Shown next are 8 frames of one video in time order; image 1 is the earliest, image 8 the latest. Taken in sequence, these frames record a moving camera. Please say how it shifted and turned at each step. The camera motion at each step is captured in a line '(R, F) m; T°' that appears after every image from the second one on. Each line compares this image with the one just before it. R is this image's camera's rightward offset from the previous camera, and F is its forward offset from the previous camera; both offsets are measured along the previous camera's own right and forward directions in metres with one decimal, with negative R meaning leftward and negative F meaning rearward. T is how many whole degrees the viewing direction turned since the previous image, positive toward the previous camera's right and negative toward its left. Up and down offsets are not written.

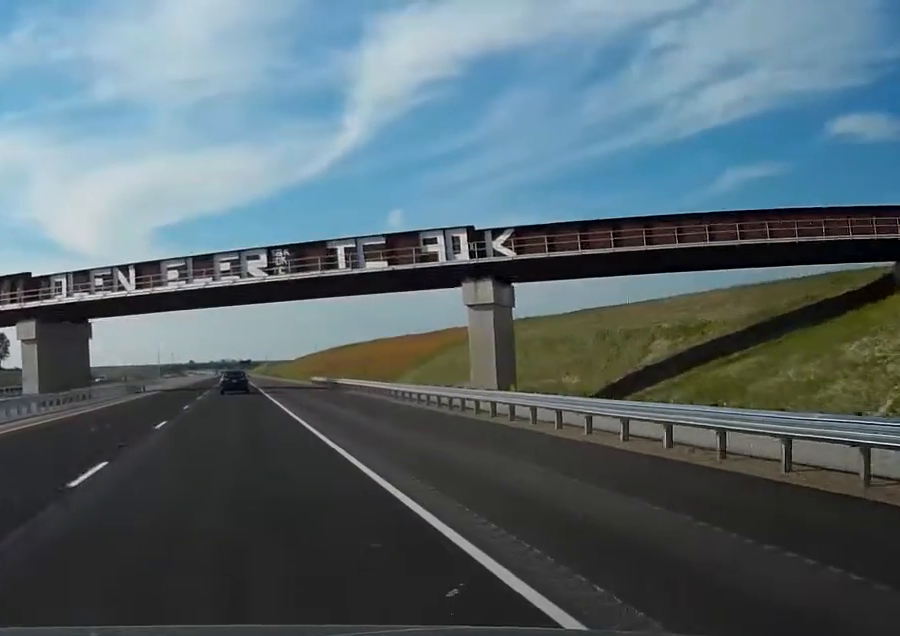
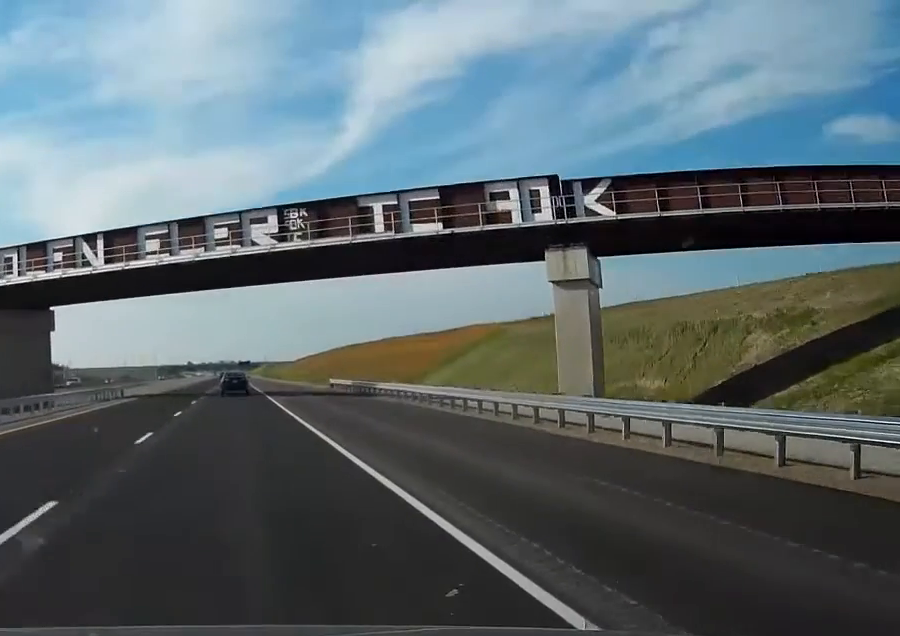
(0.0, +16.7) m; 0°
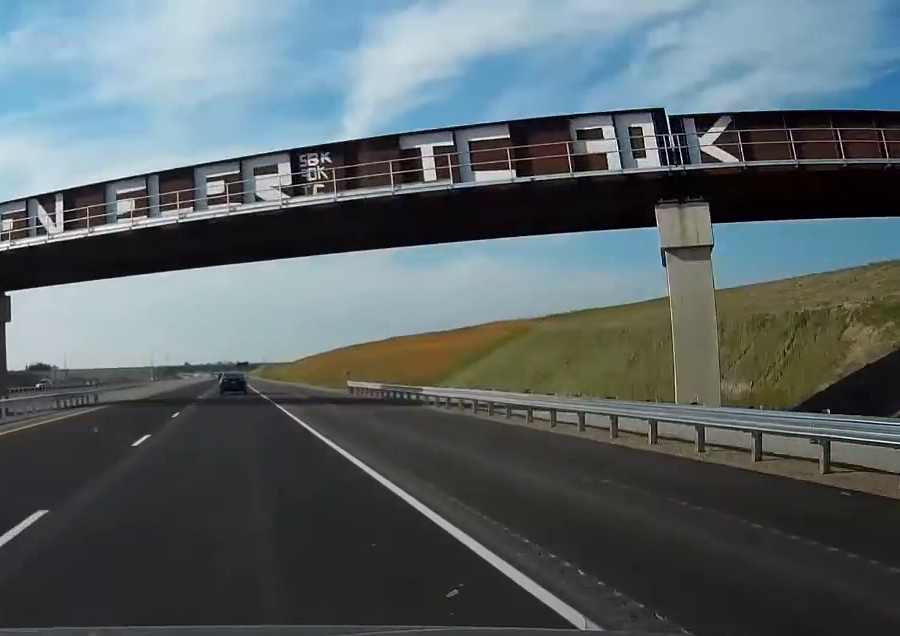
(0.0, +12.5) m; 0°
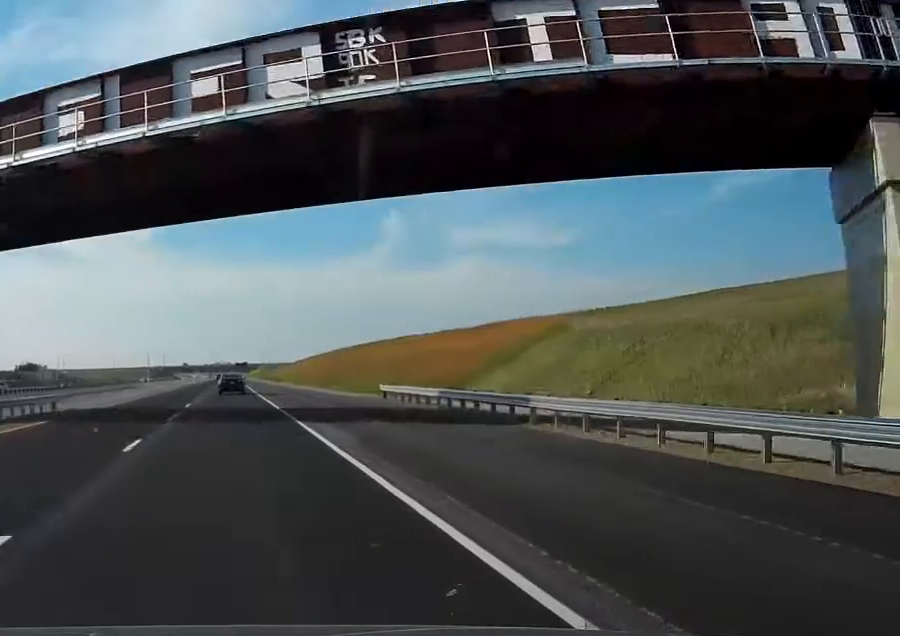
(0.0, +13.5) m; 0°
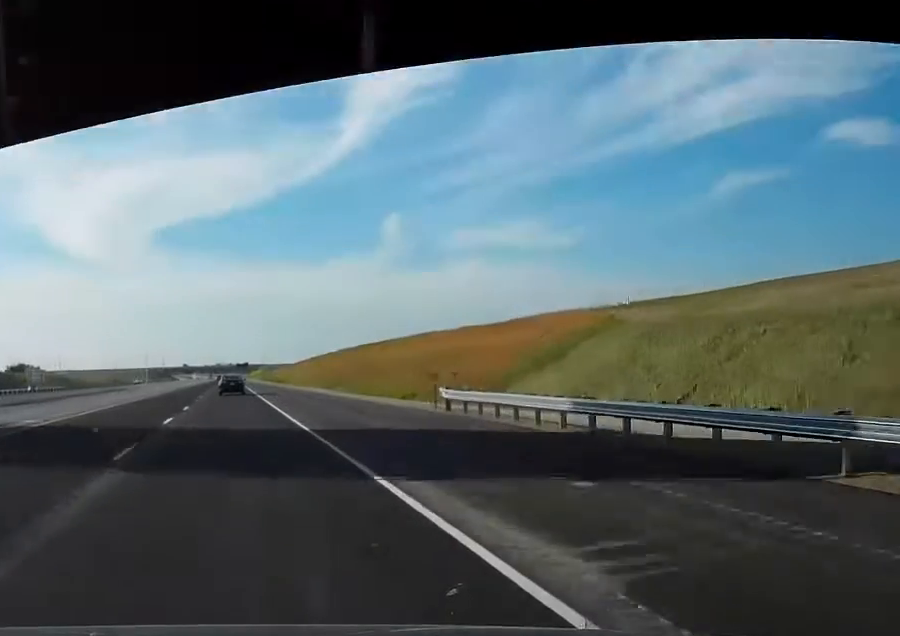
(0.0, +13.5) m; 0°
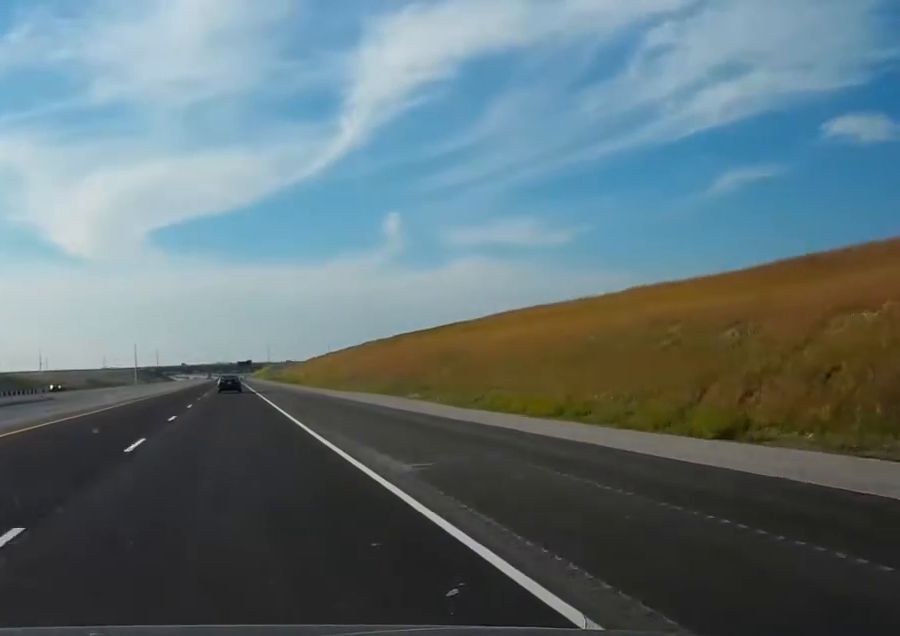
(+0.1, +68.4) m; 0°
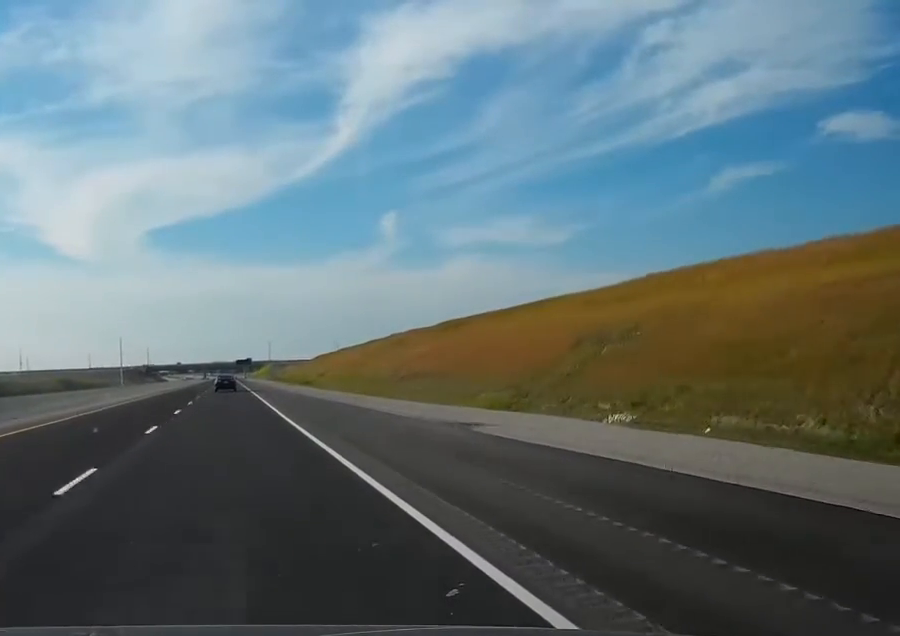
(-0.2, +47.5) m; 0°
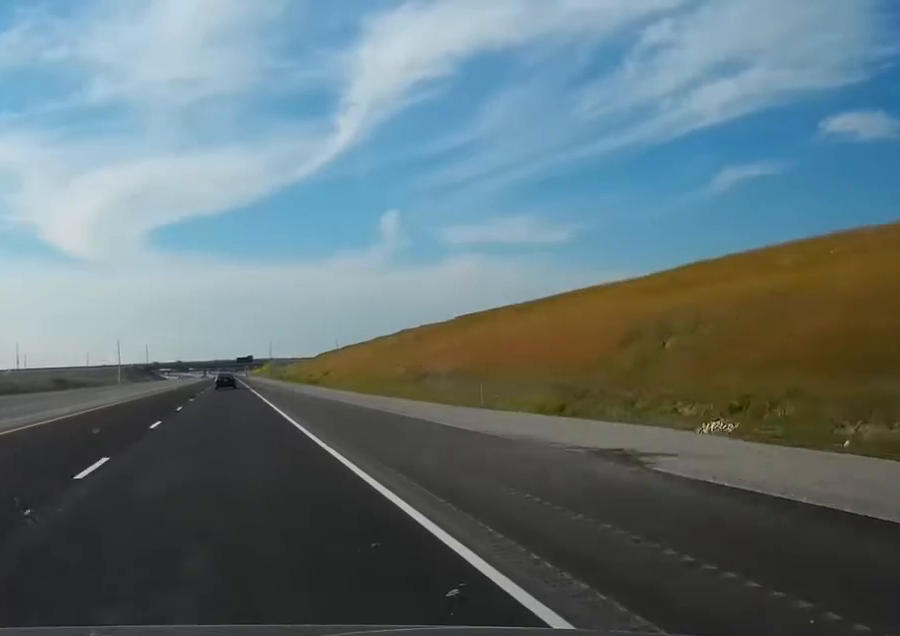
(0.0, +30.9) m; 0°
